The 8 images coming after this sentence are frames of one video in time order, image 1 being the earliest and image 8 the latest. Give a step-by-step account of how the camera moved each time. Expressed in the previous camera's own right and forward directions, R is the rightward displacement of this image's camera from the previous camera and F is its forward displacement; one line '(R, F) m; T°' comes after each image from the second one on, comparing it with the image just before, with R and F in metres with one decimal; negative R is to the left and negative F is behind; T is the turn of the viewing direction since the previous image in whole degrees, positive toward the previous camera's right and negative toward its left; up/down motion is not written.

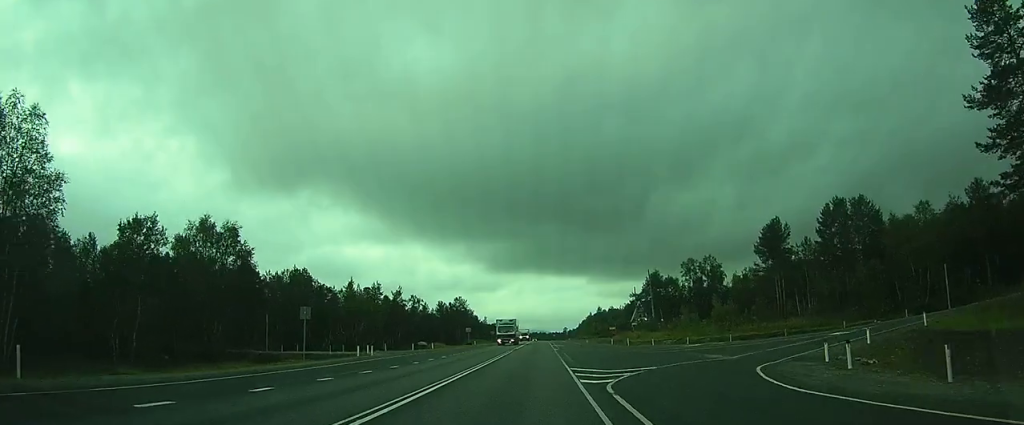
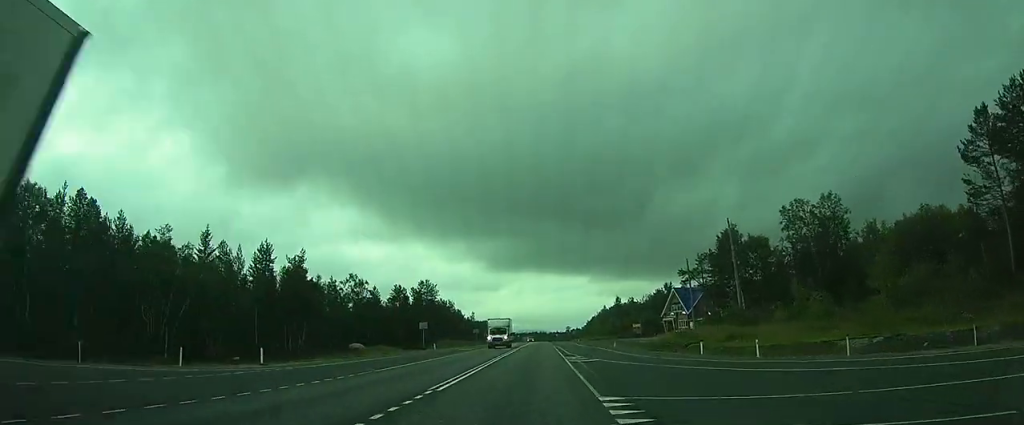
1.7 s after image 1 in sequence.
(0.0, +40.5) m; 0°
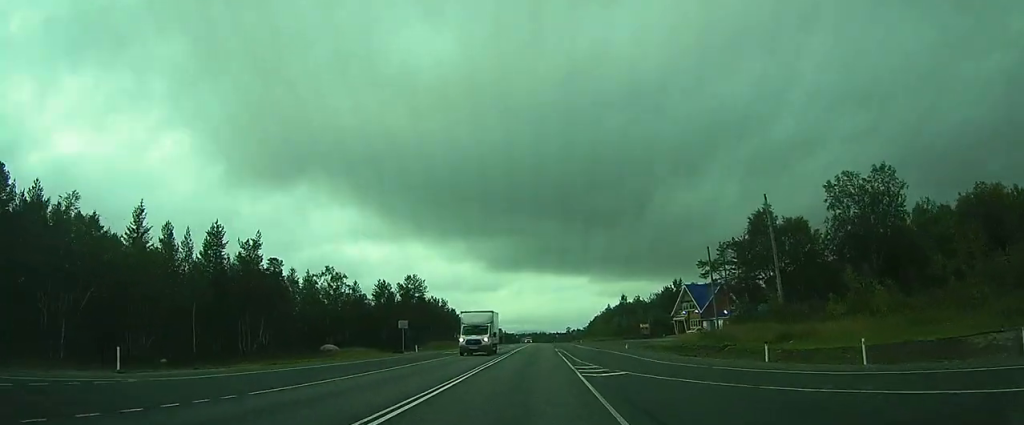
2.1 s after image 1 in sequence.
(0.0, +9.4) m; 0°
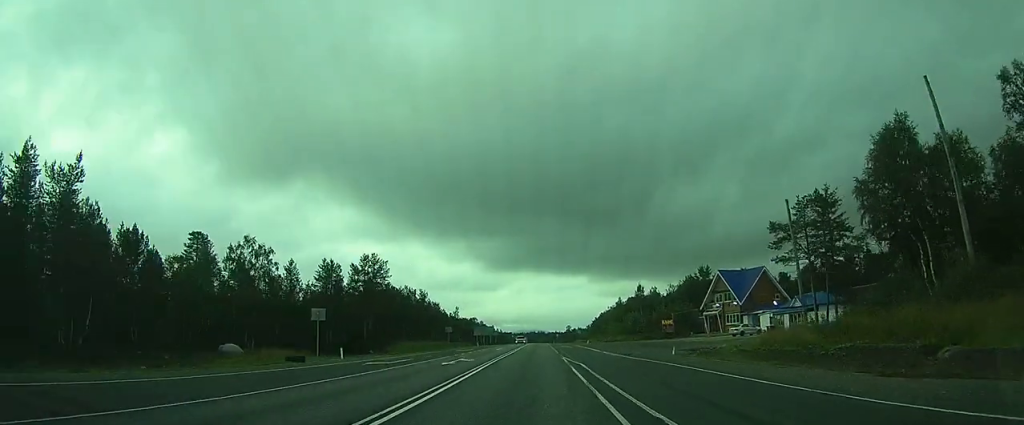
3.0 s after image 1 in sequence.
(0.0, +21.0) m; 0°
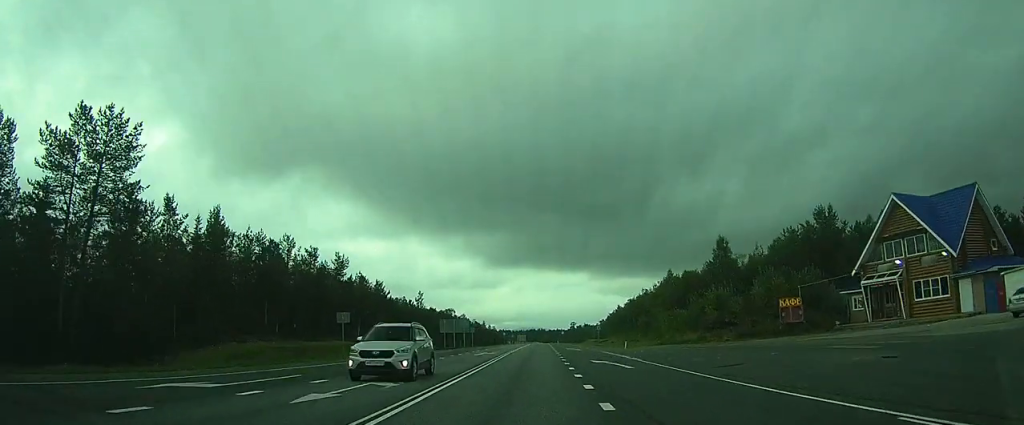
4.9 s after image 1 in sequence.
(0.0, +43.5) m; 0°
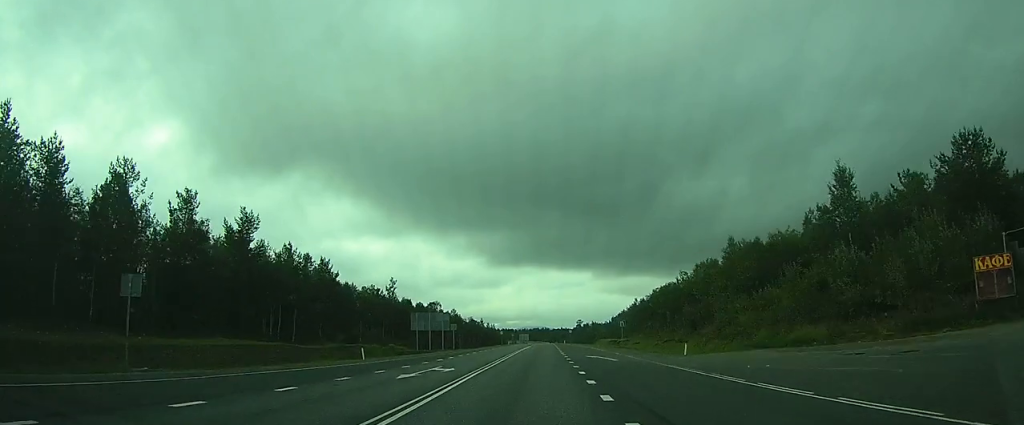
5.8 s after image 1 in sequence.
(0.0, +21.1) m; 0°
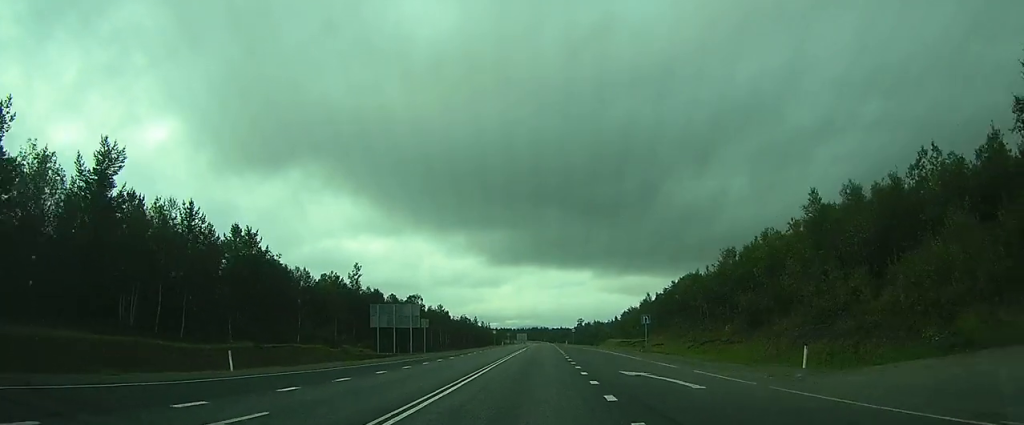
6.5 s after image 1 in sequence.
(-0.1, +15.0) m; 0°
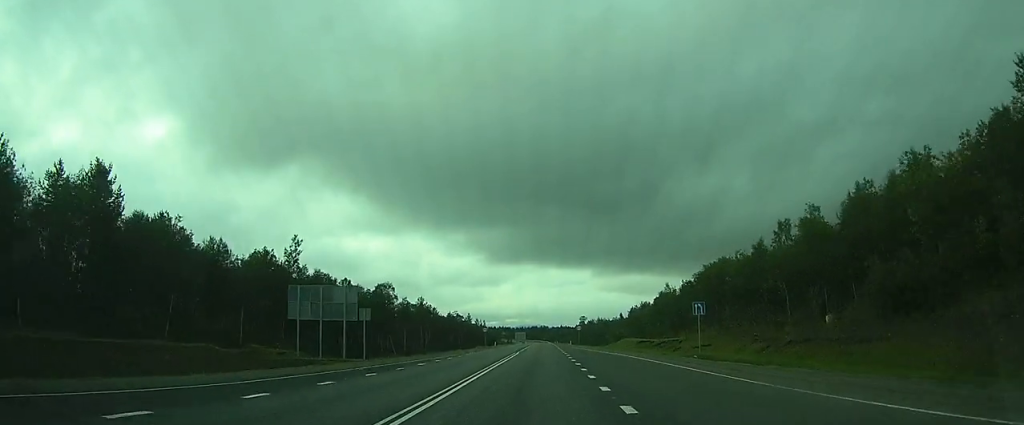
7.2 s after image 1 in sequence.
(0.0, +16.5) m; 0°
